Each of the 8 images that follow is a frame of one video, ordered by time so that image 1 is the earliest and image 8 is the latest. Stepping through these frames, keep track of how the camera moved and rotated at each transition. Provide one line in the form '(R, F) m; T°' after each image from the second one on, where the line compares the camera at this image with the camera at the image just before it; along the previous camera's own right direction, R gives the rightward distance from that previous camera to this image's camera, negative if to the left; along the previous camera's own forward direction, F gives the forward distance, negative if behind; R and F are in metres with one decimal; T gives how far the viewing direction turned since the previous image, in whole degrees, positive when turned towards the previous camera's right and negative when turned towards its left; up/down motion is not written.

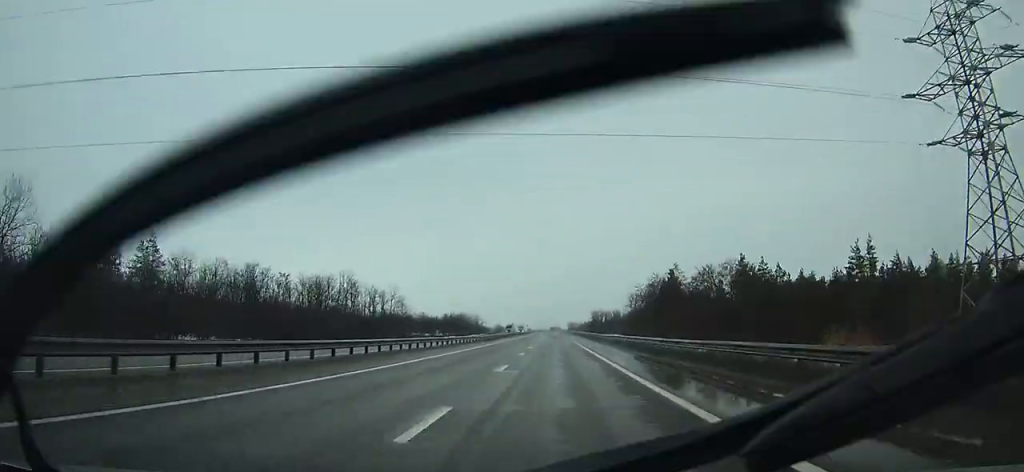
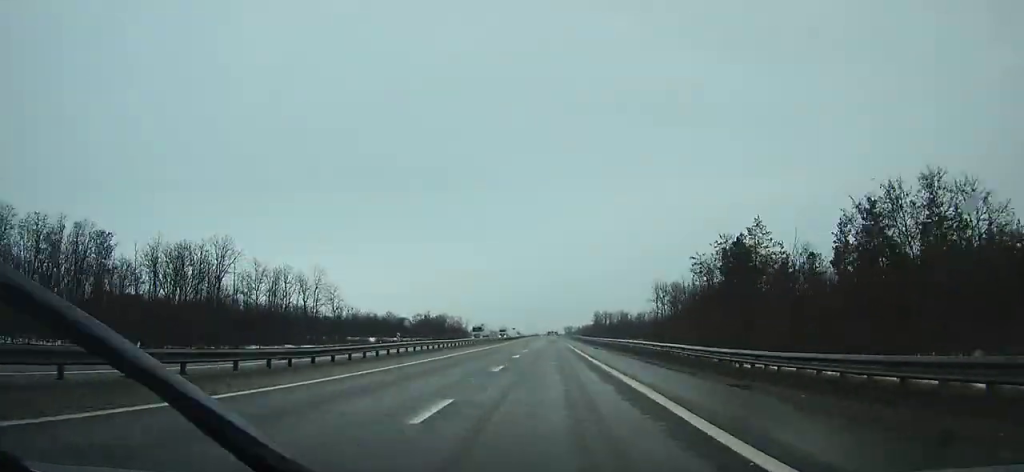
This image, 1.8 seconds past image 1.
(0.0, +45.0) m; 0°
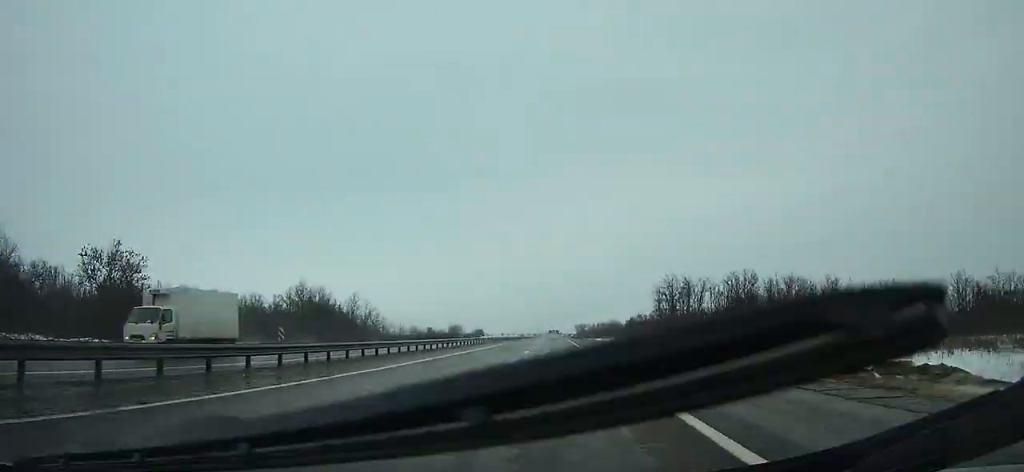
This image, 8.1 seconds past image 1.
(-1.1, +156.7) m; 0°
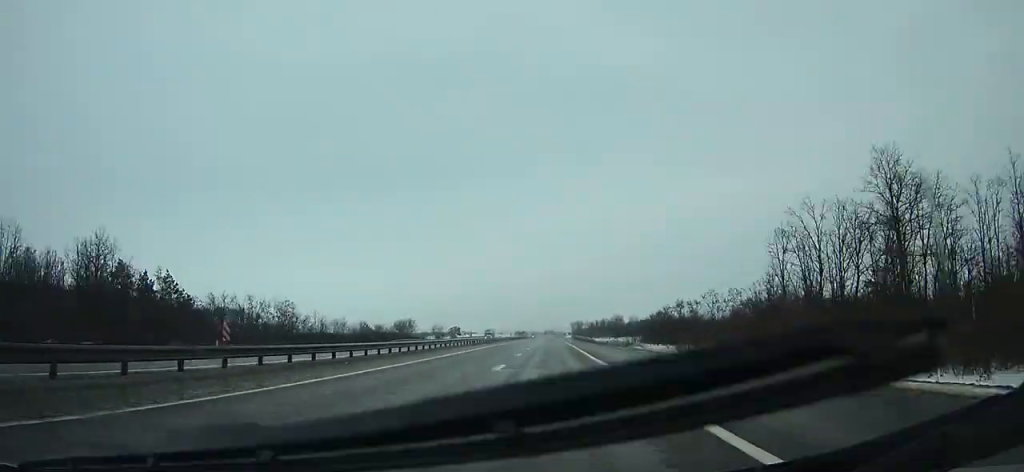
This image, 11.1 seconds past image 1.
(+0.3, +74.7) m; 0°
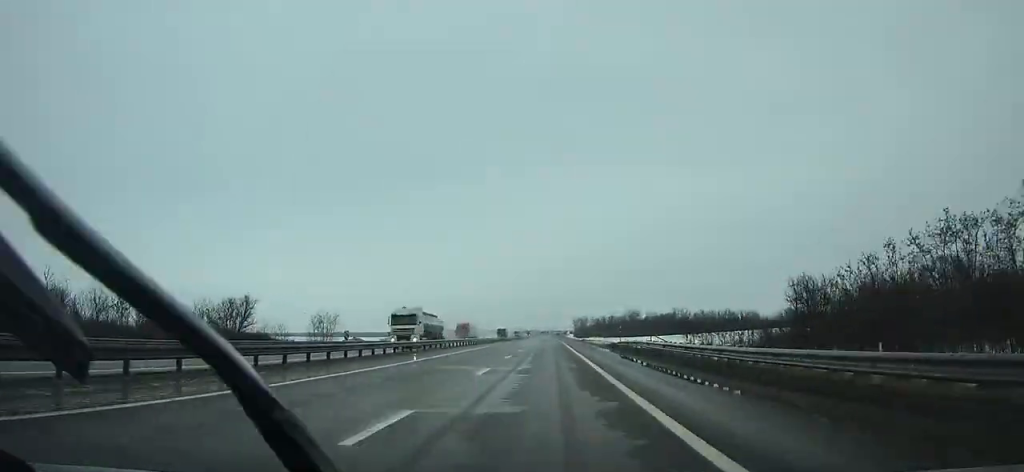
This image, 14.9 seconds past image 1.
(0.0, +95.6) m; 0°
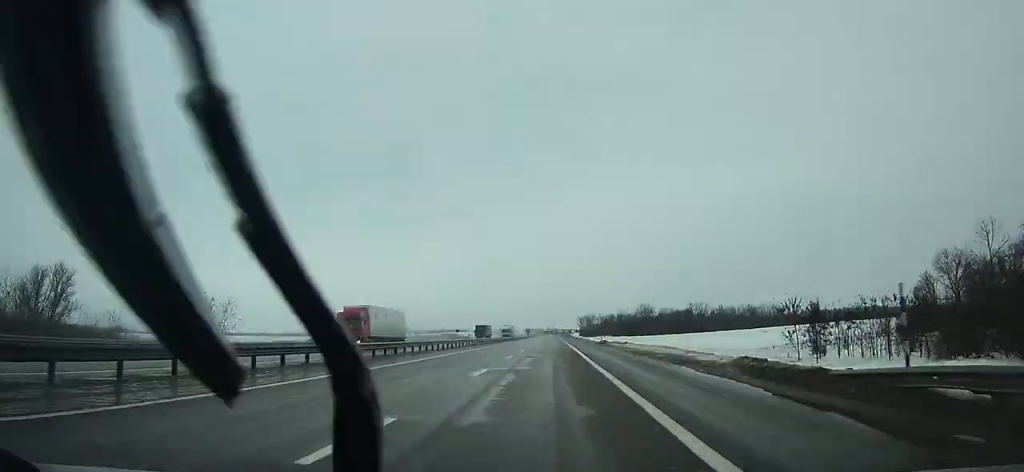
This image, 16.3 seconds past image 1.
(0.0, +35.5) m; 0°
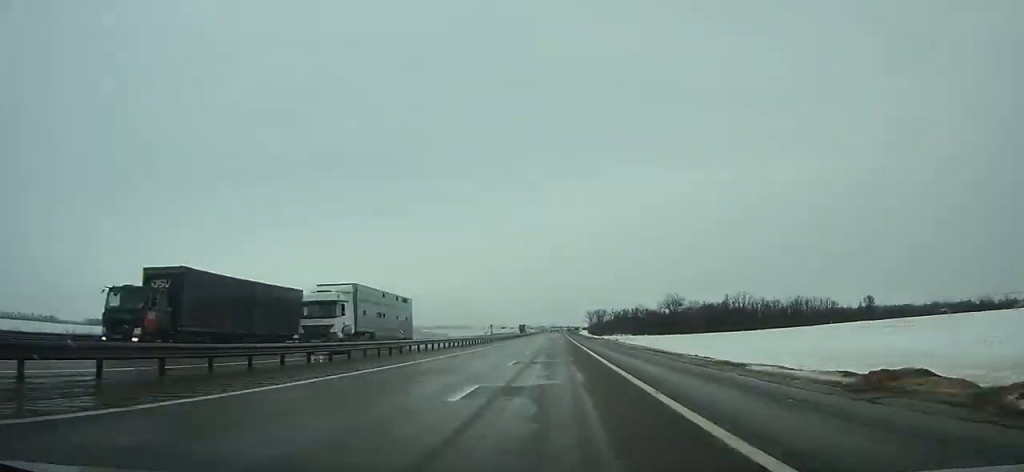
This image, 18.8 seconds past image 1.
(-0.1, +63.8) m; 0°
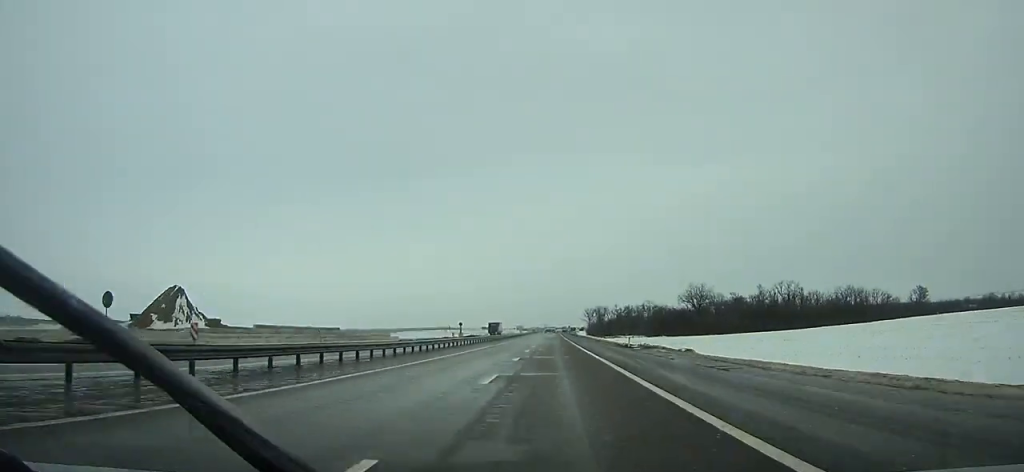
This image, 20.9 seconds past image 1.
(0.0, +53.7) m; 0°
